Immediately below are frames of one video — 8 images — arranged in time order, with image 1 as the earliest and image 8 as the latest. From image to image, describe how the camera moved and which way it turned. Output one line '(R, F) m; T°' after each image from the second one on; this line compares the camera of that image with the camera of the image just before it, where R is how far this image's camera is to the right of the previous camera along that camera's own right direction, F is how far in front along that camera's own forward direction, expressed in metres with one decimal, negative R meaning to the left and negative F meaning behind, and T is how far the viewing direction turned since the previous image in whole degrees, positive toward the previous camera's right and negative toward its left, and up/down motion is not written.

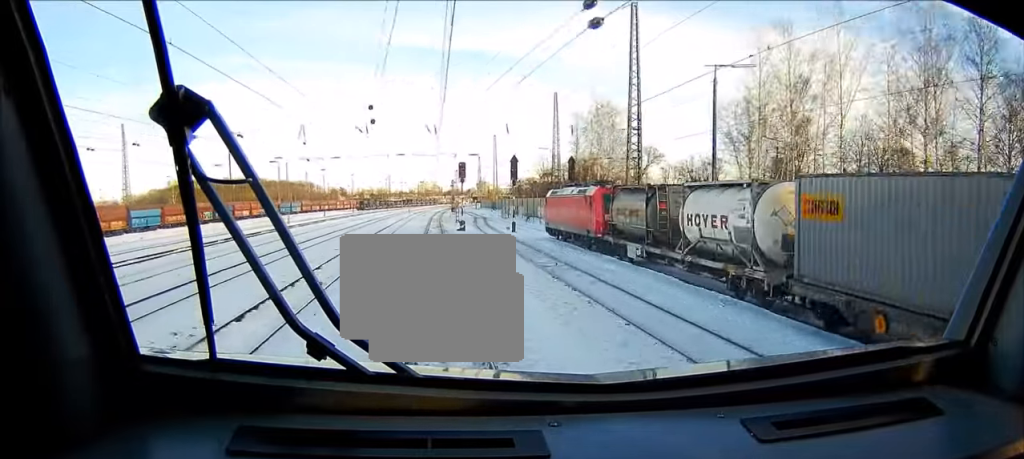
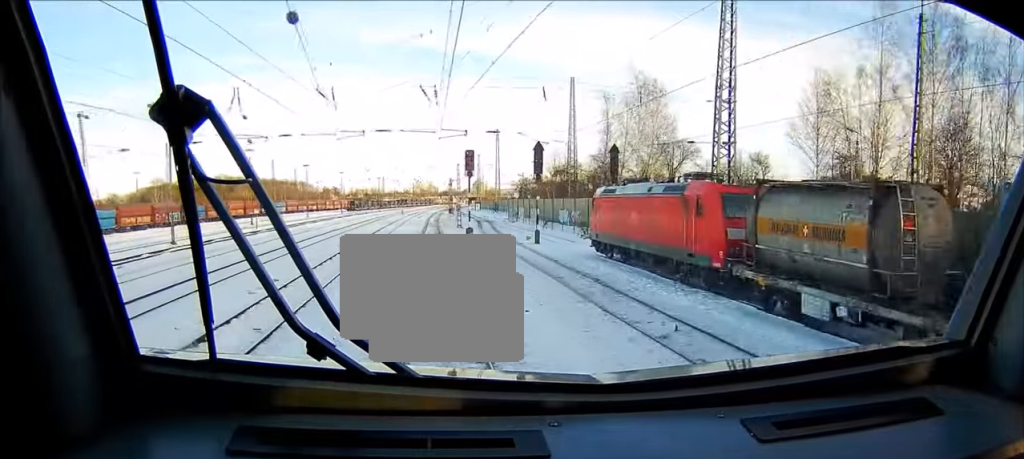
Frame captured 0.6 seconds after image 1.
(0.0, +16.9) m; 0°
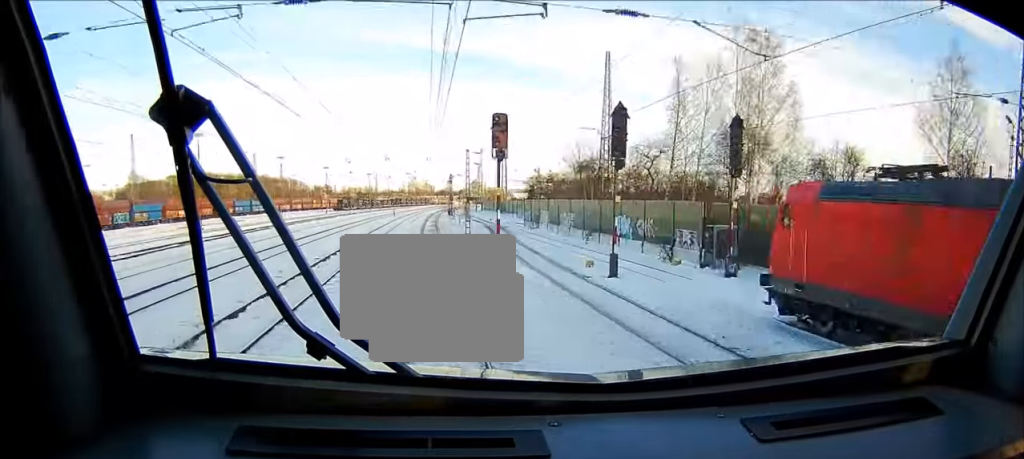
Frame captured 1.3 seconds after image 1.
(0.0, +20.7) m; +1°
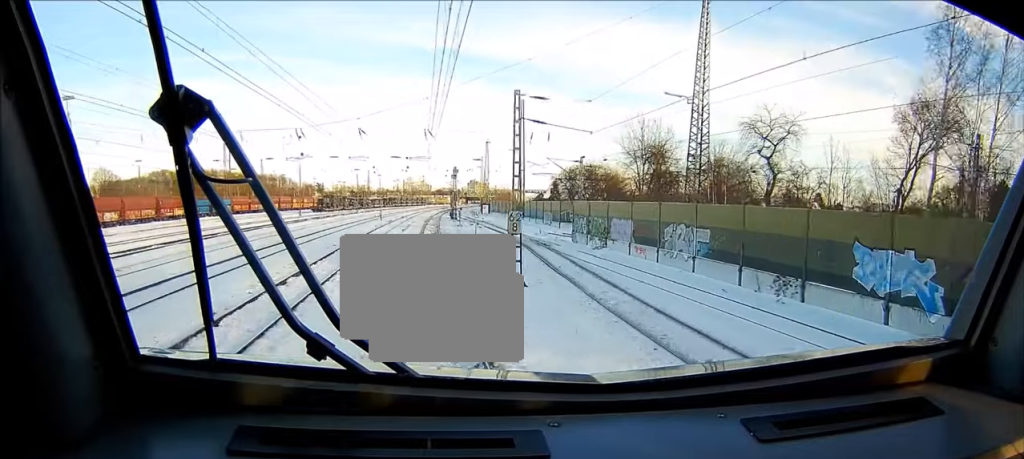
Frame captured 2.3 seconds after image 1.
(+0.4, +30.1) m; +1°
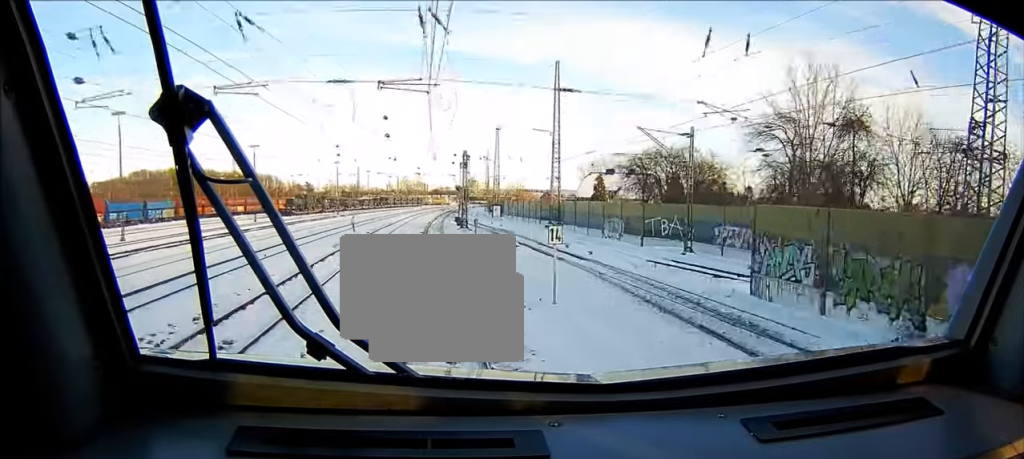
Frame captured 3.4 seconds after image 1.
(-0.1, +33.6) m; 0°
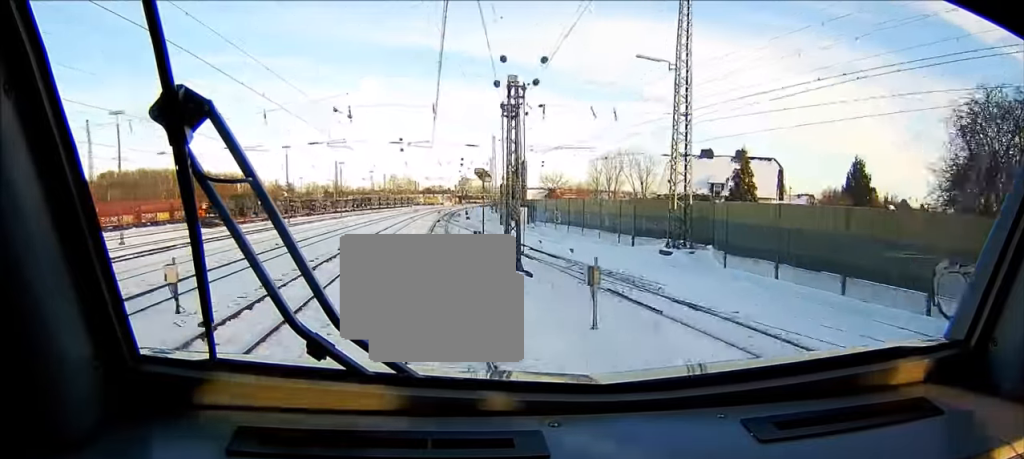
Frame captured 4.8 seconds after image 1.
(+0.3, +43.4) m; +1°
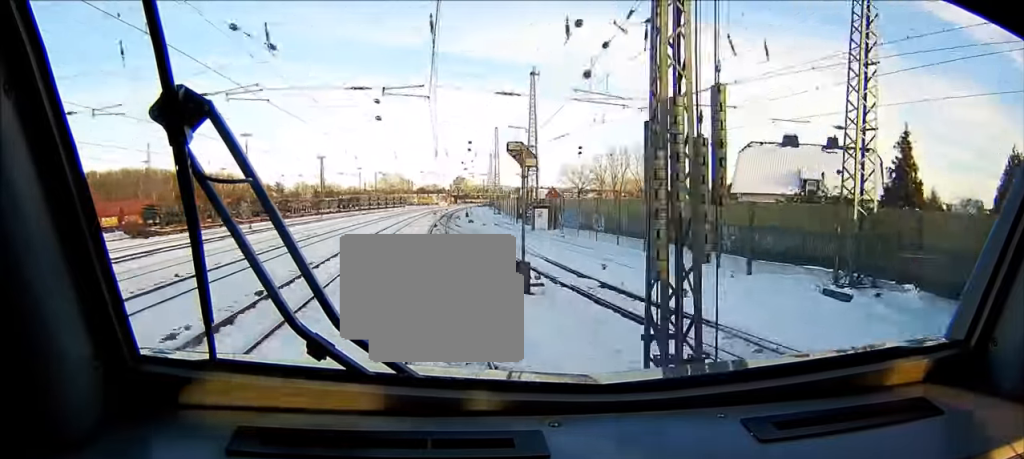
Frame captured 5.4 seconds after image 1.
(0.0, +18.8) m; 0°
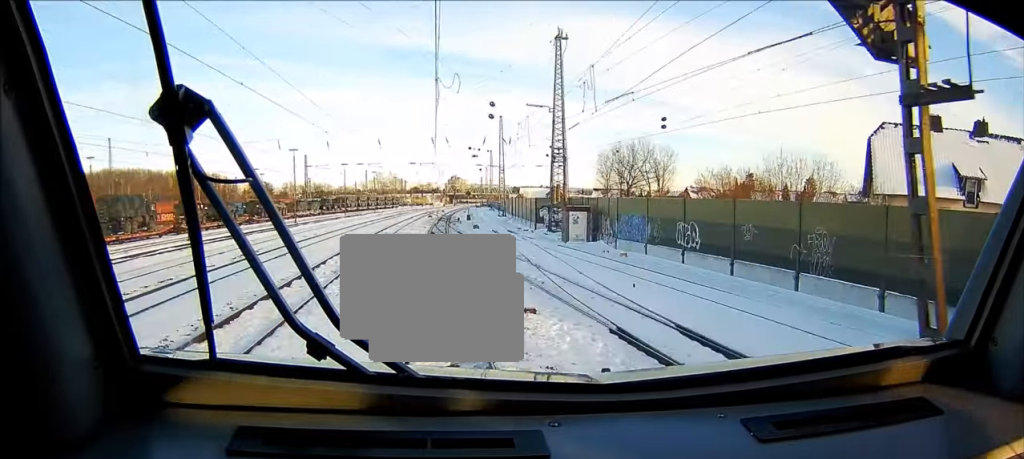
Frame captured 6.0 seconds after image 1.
(+0.1, +19.0) m; 0°
